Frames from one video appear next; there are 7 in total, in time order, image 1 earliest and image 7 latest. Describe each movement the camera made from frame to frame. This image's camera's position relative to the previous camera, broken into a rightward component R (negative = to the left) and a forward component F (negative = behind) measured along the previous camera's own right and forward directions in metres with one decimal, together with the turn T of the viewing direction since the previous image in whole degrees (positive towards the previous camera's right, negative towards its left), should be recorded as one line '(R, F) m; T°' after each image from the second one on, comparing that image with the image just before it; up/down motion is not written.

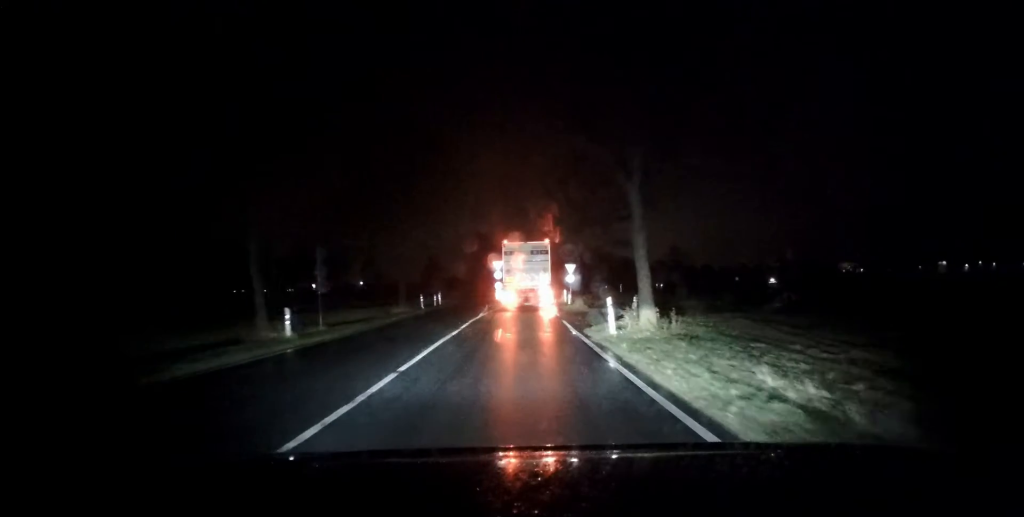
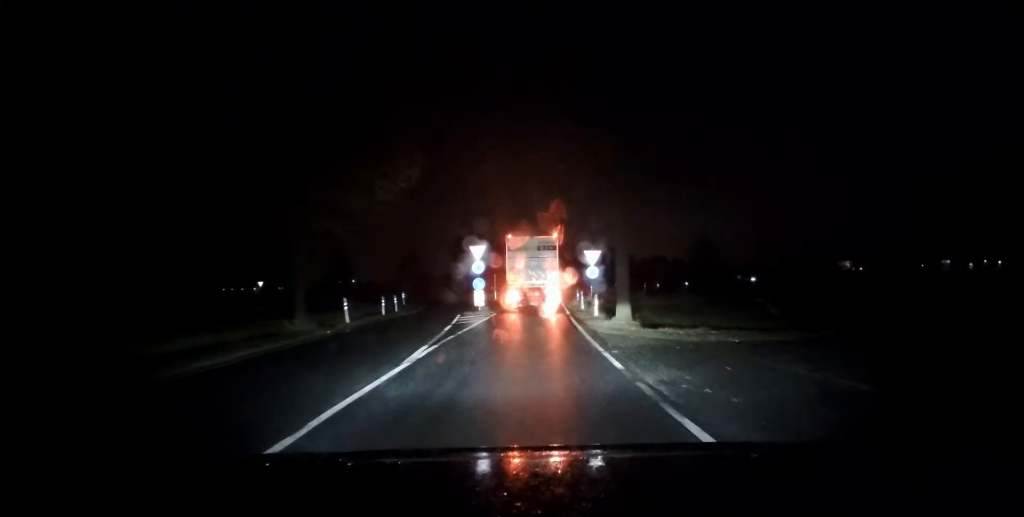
(+0.1, +15.5) m; -1°
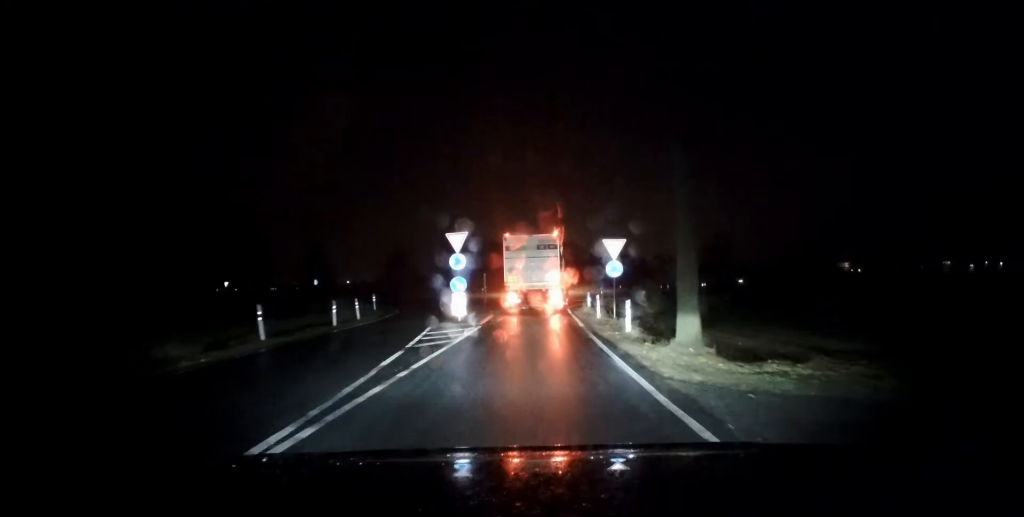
(-0.2, +7.3) m; +1°
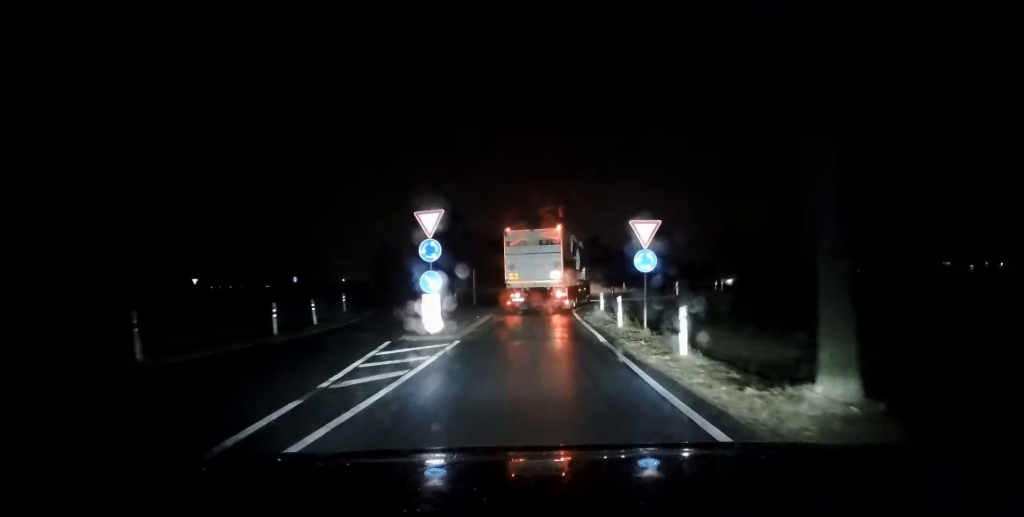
(+0.2, +5.4) m; +2°
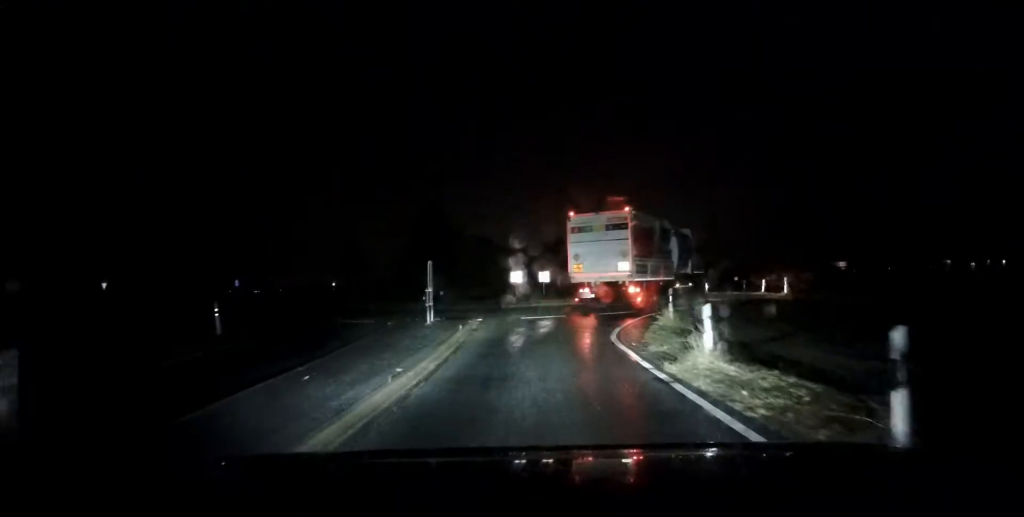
(+0.1, +12.7) m; +1°
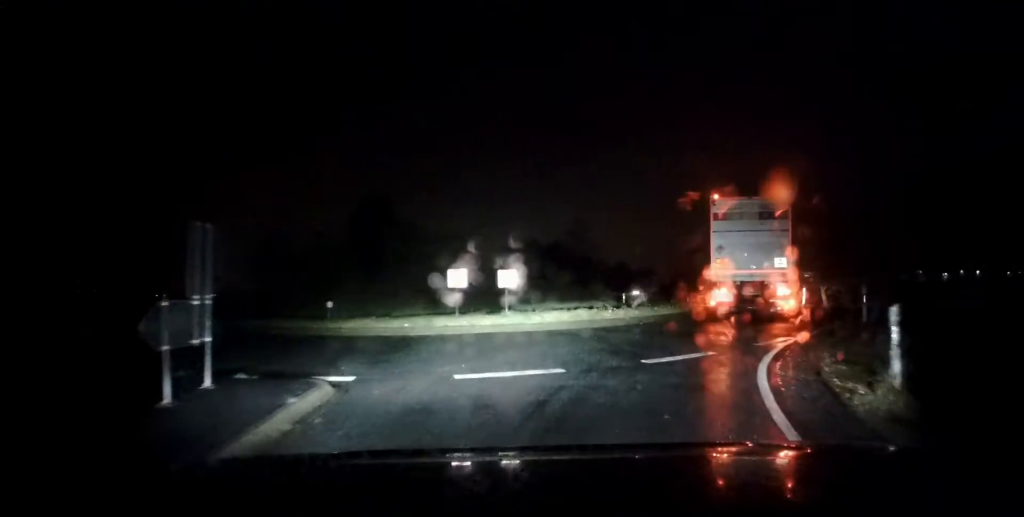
(+0.5, +11.3) m; +13°
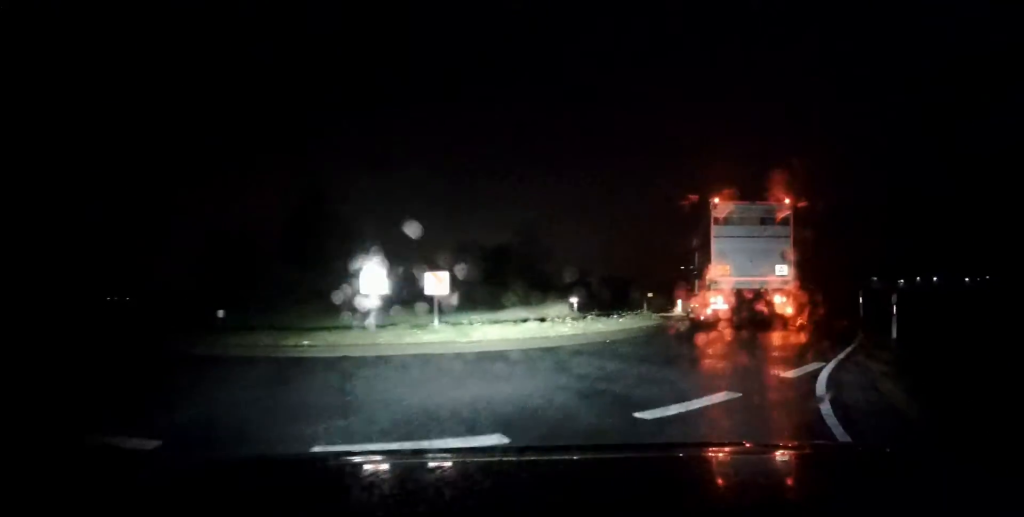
(0.0, +3.3) m; +9°
